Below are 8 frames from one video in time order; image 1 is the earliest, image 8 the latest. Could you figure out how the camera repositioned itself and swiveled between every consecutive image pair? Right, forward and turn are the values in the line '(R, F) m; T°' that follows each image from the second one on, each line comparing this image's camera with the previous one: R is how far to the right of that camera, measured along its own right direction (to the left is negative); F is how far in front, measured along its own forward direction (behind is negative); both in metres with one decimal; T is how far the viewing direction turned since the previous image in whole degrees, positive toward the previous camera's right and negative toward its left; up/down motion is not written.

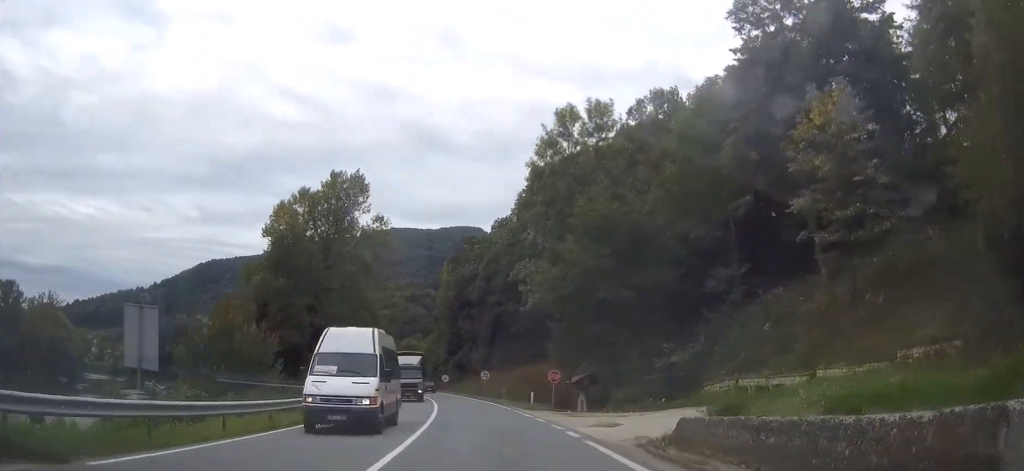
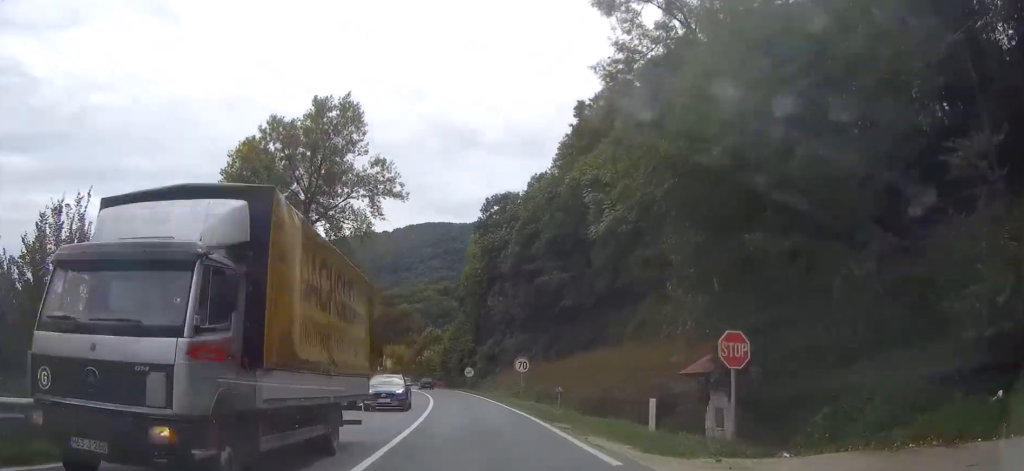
(-0.3, +23.1) m; -4°
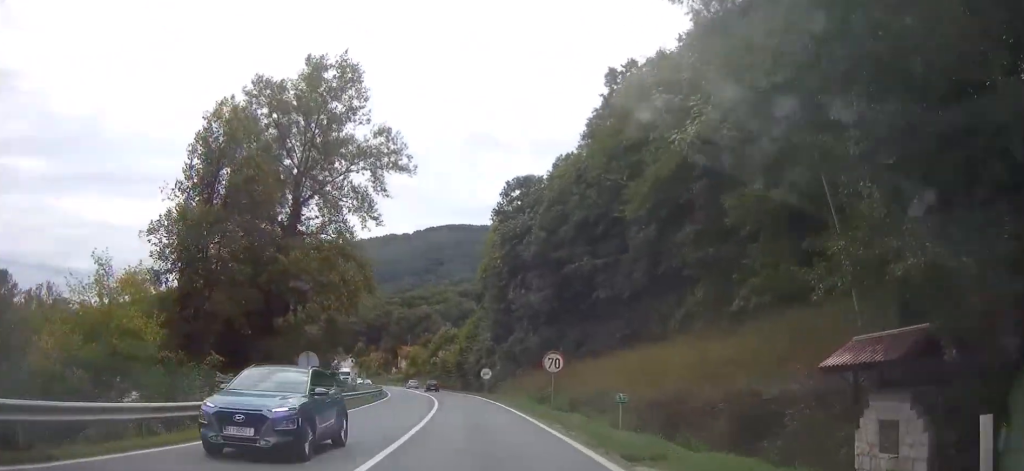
(-0.4, +9.5) m; -1°
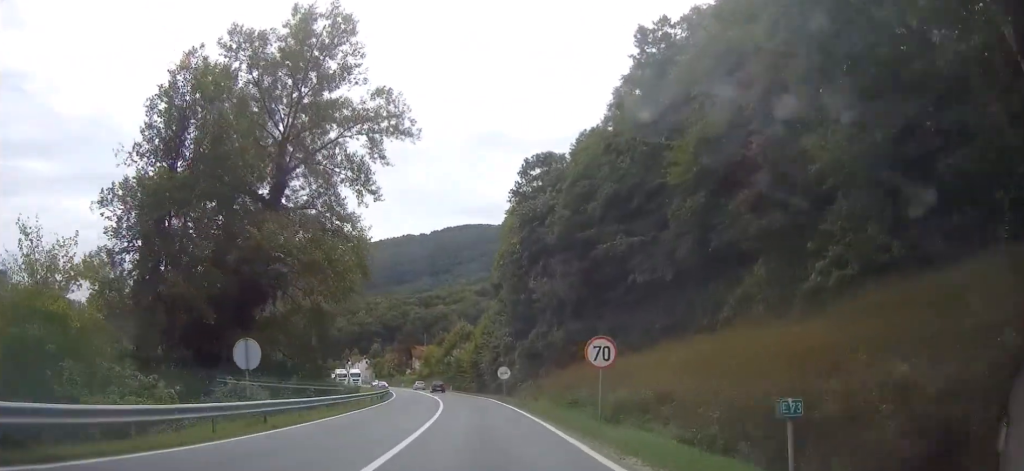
(-0.2, +8.9) m; -1°
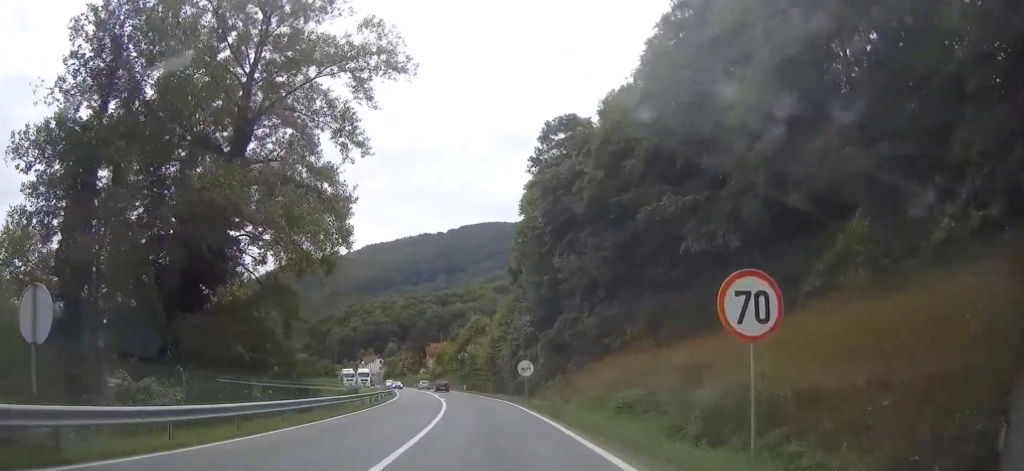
(0.0, +10.8) m; 0°
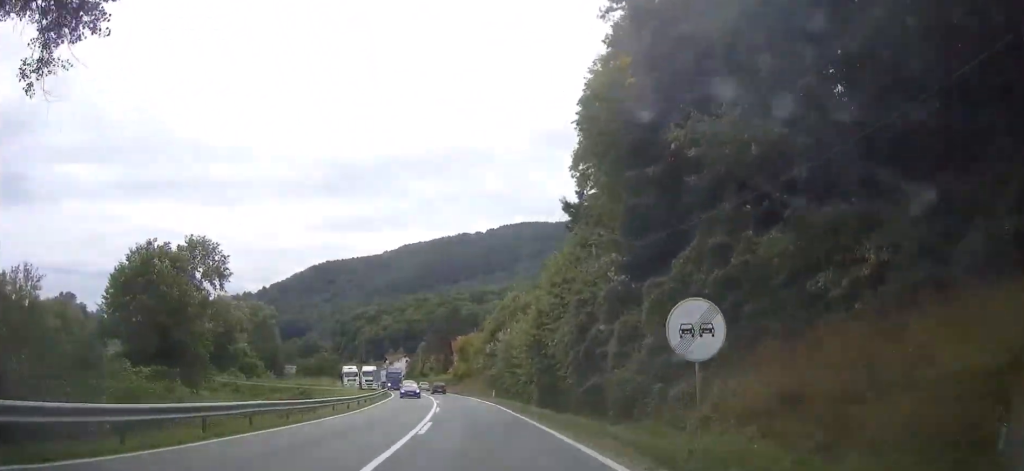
(-0.2, +30.4) m; -3°
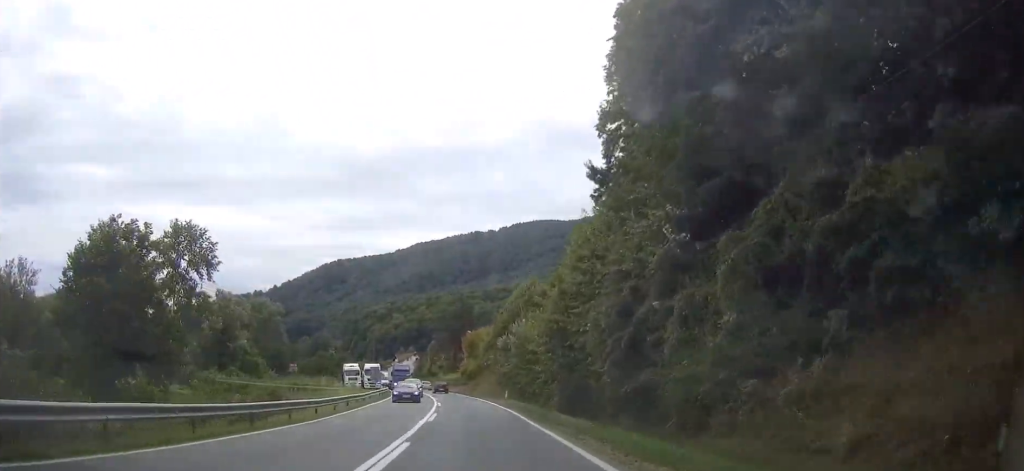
(-0.3, +8.2) m; -2°
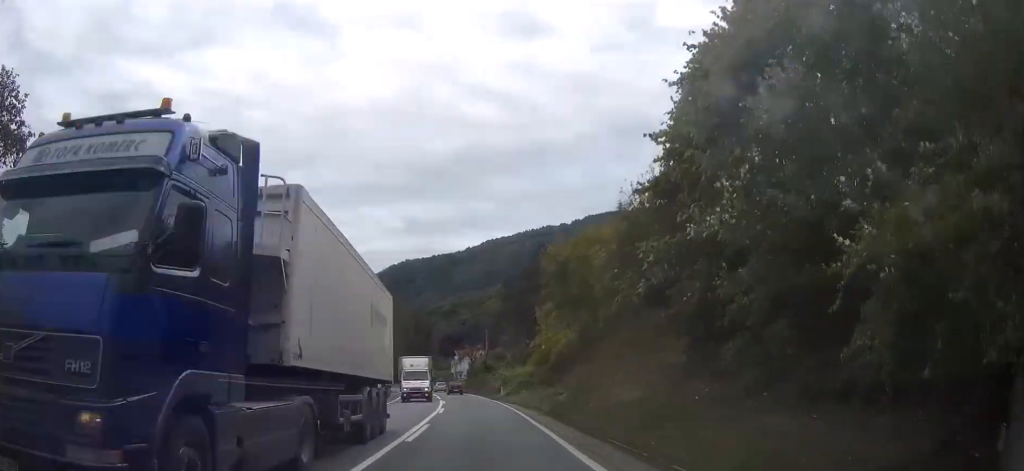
(-3.3, +50.4) m; -7°
